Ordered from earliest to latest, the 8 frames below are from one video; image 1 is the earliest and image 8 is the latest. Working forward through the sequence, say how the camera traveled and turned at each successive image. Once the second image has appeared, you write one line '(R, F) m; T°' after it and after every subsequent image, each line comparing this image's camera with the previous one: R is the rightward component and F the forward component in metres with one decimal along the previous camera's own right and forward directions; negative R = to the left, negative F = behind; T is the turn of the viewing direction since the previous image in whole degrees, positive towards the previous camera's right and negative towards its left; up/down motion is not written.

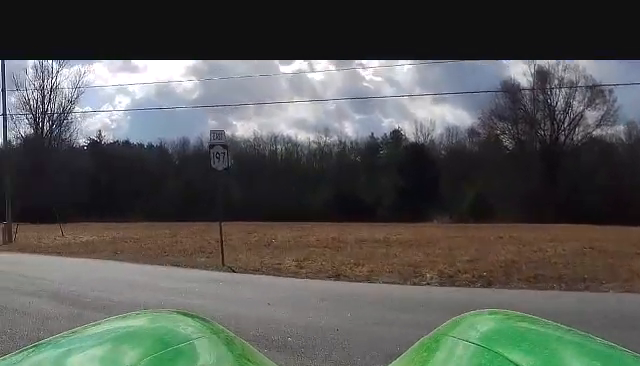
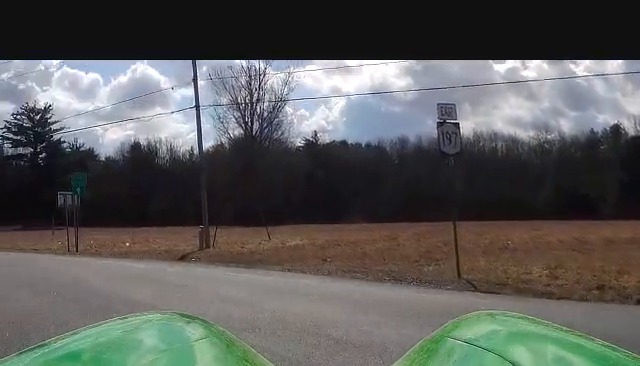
(0.0, +2.1) m; -5°
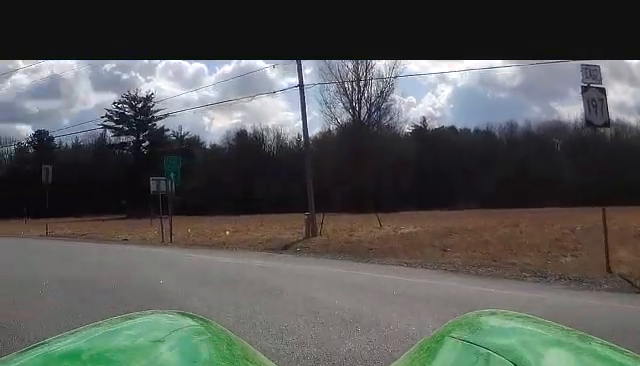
(0.0, +1.5) m; -9°
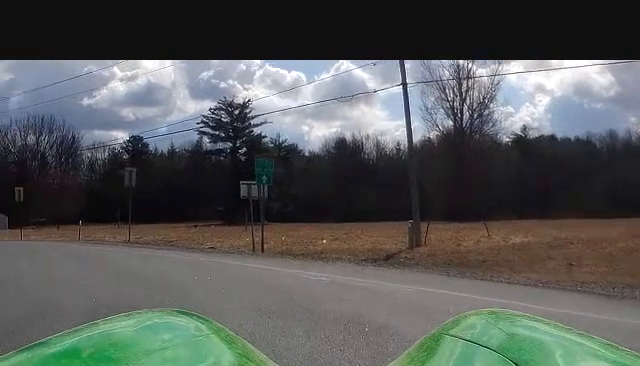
(+0.2, +1.4) m; -9°
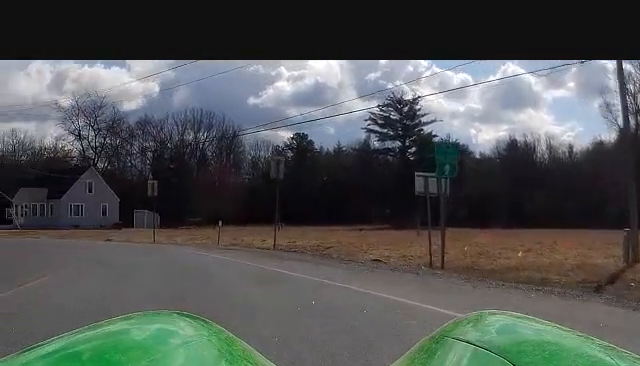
(-1.1, +4.9) m; -13°
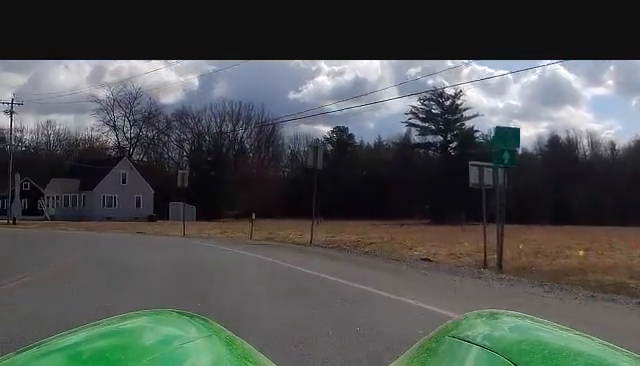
(0.0, +2.1) m; 0°
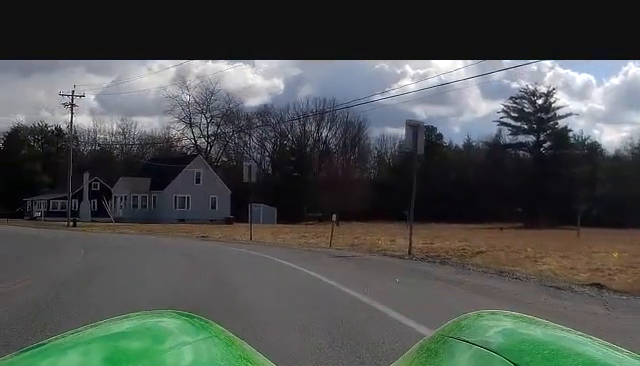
(0.0, +6.0) m; -6°
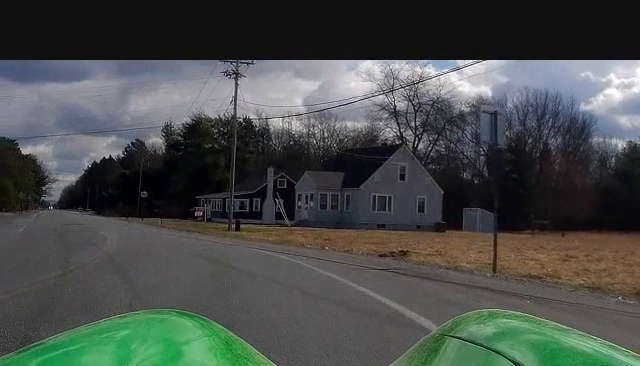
(-3.9, +16.3) m; -19°
